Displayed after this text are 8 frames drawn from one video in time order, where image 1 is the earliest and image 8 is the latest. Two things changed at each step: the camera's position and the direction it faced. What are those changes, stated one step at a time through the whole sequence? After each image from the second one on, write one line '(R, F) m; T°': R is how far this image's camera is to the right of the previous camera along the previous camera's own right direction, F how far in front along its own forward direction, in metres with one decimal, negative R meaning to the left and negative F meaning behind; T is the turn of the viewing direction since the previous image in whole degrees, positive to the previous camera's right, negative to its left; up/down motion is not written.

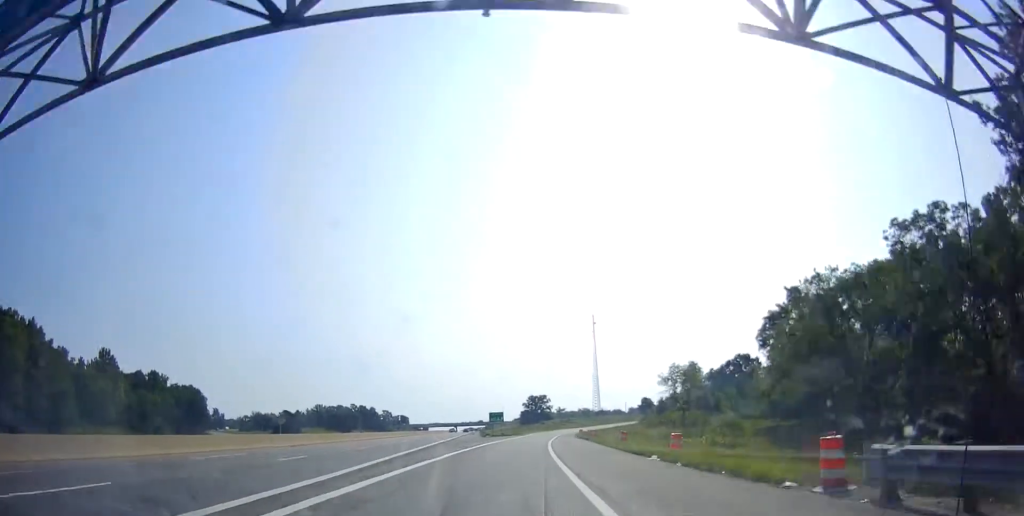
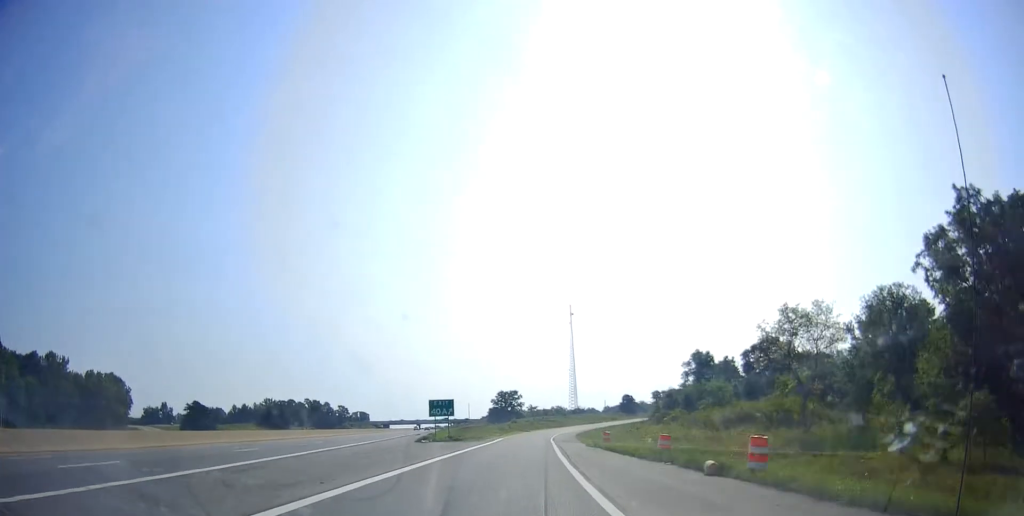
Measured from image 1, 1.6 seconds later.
(+0.6, +39.0) m; +2°
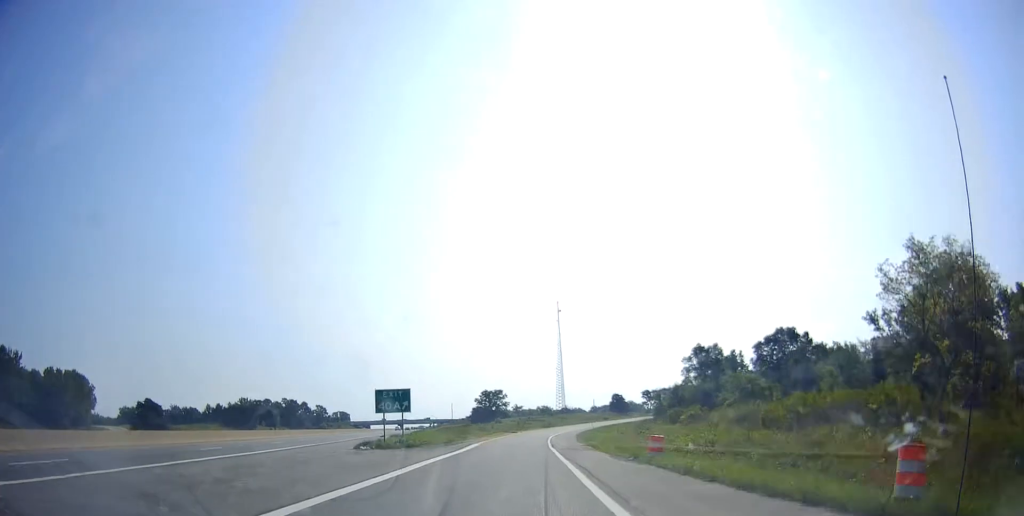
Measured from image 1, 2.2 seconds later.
(+0.1, +15.8) m; +2°
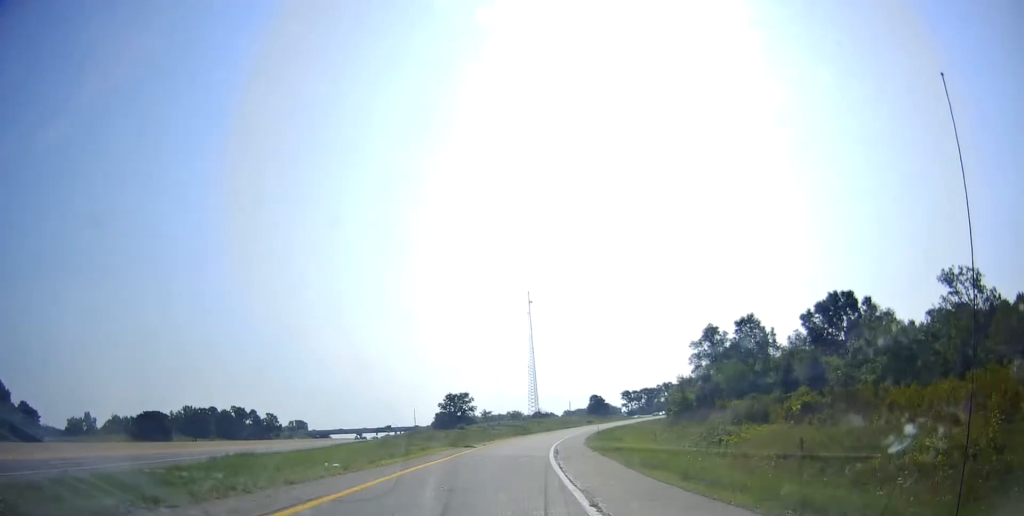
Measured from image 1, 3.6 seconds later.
(+0.8, +34.9) m; +3°
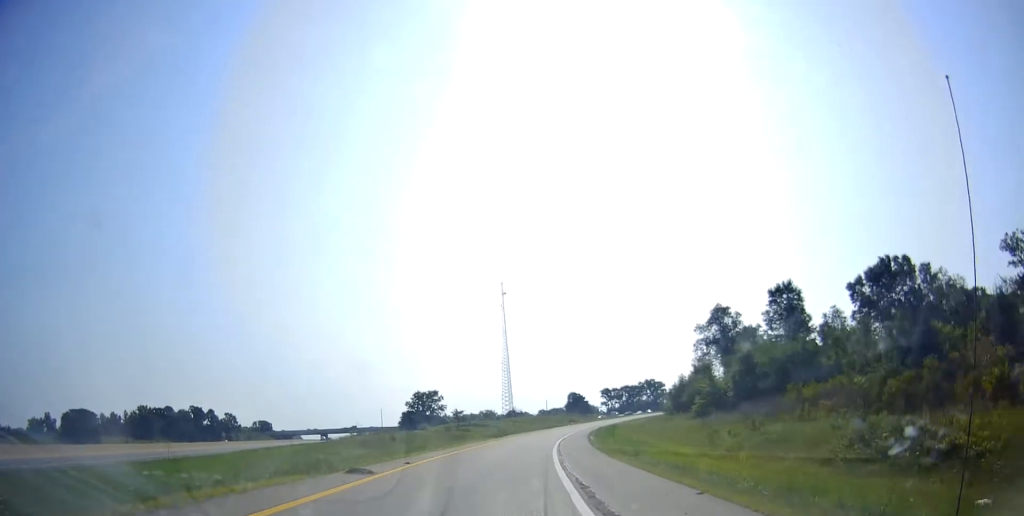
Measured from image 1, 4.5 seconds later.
(+0.3, +22.3) m; +2°
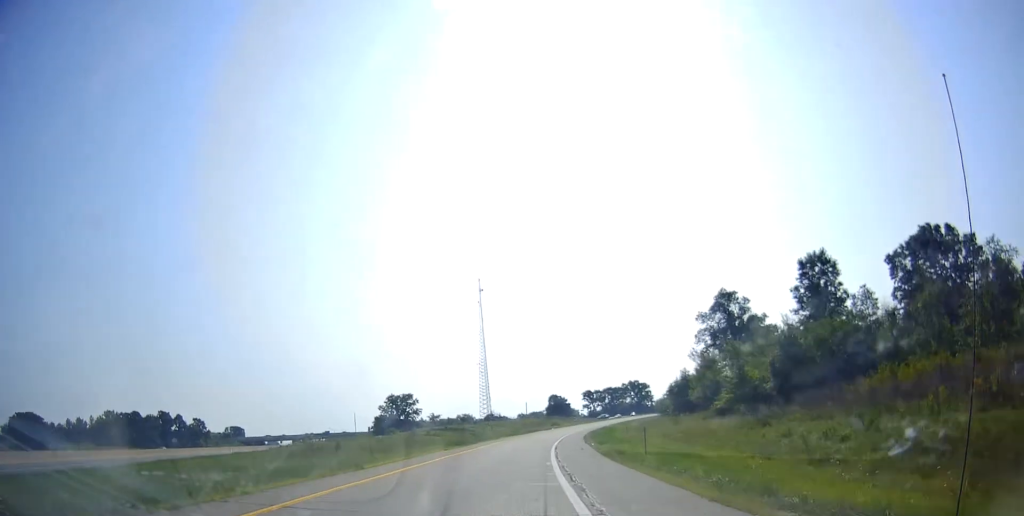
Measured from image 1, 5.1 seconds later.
(+0.4, +14.0) m; +1°
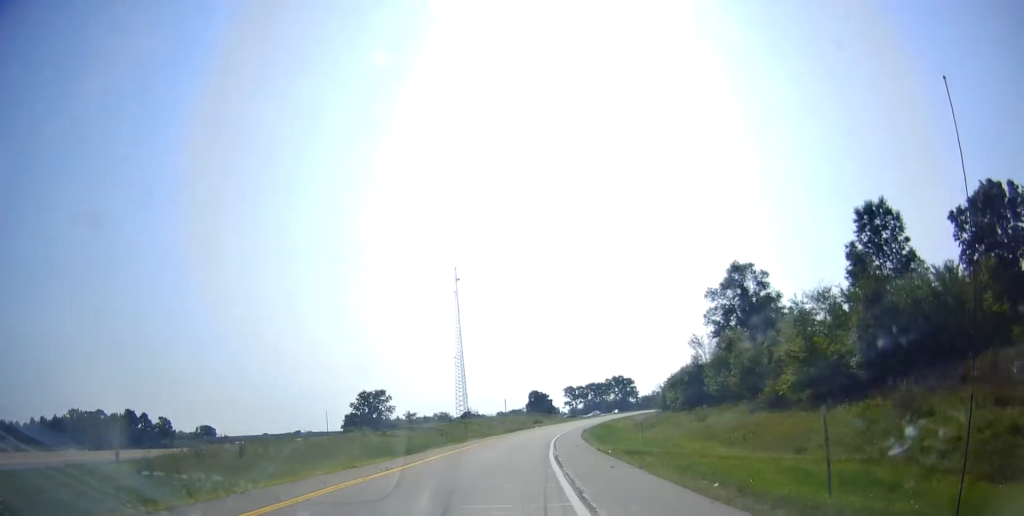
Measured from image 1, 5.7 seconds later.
(+0.1, +15.5) m; +2°
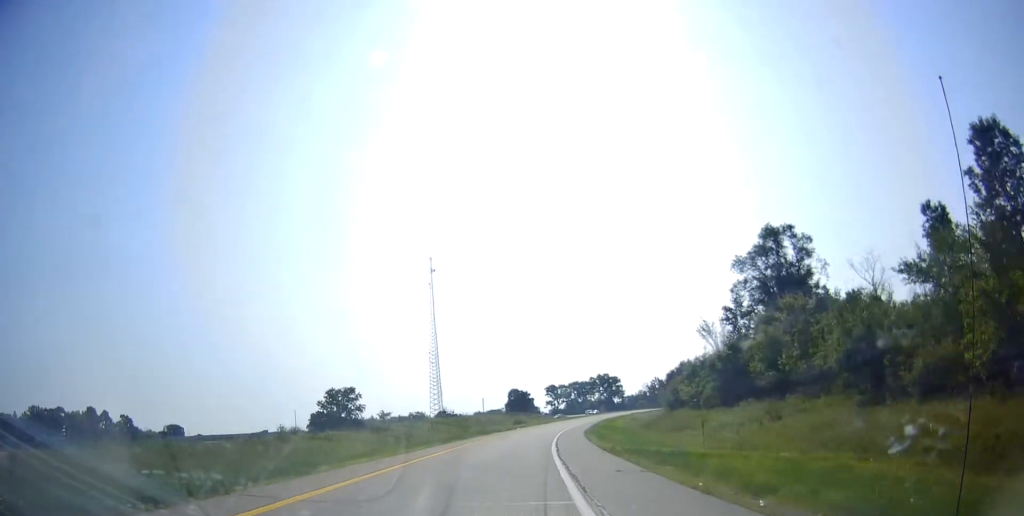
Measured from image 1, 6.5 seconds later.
(+0.2, +18.7) m; +2°
